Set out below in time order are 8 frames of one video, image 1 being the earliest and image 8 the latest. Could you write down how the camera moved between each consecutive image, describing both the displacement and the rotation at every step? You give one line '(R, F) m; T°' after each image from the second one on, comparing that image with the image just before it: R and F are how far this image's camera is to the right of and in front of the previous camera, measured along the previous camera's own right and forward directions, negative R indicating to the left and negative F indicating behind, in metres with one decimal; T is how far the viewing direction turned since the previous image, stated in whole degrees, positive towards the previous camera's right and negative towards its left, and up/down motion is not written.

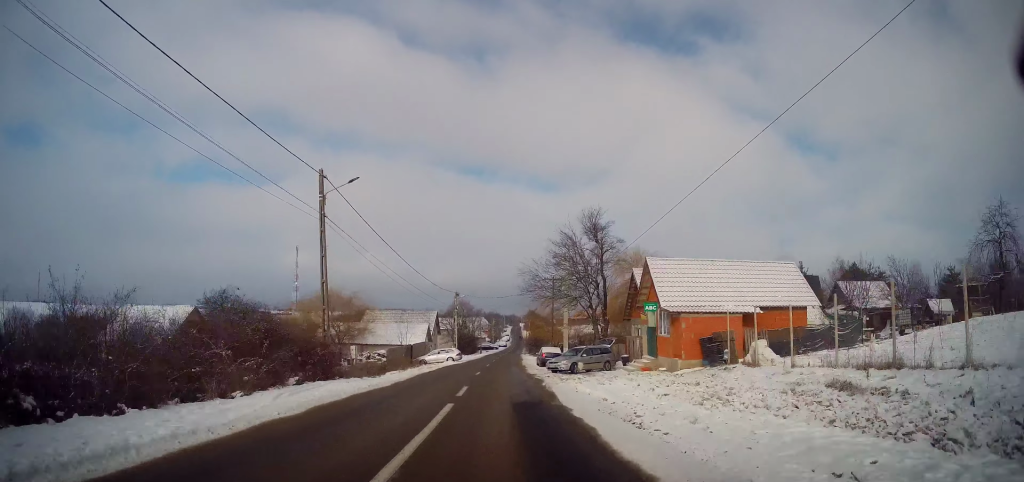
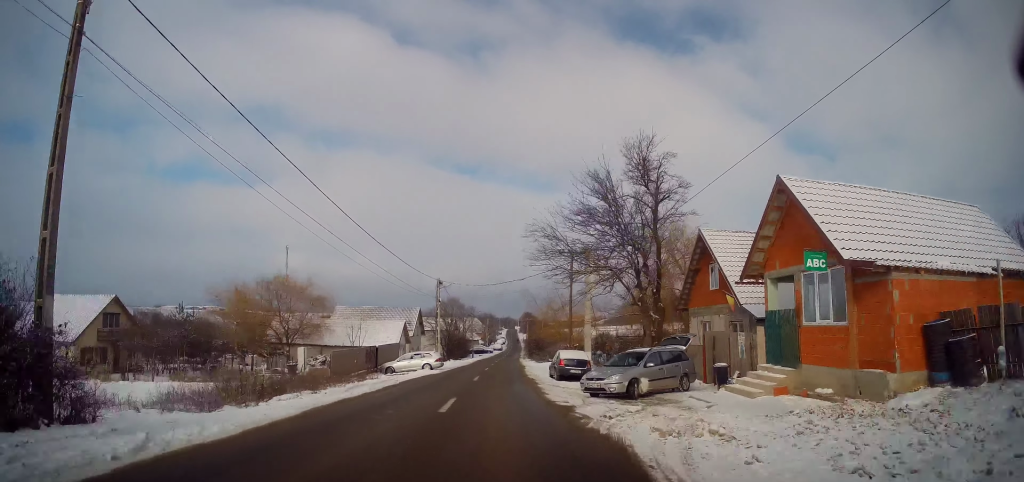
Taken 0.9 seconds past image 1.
(-0.2, +13.7) m; 0°
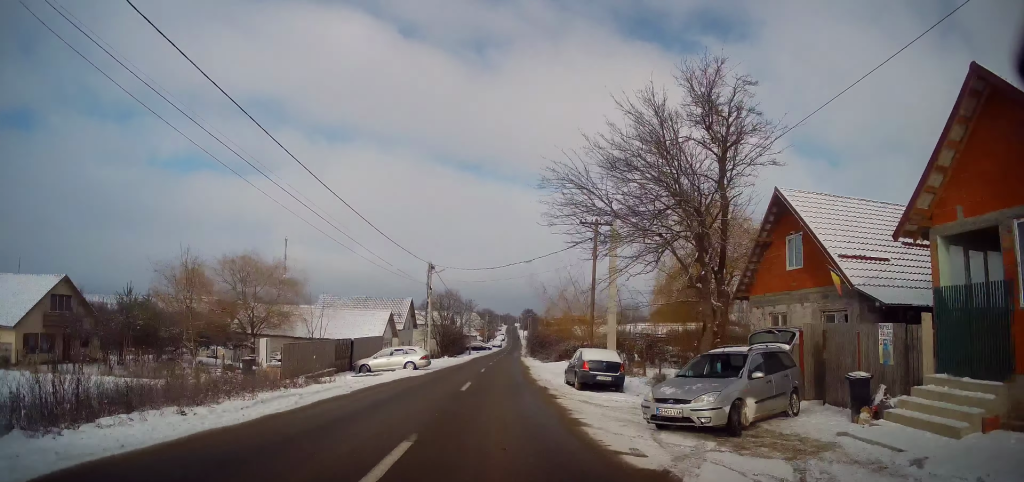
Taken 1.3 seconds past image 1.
(0.0, +7.0) m; +1°
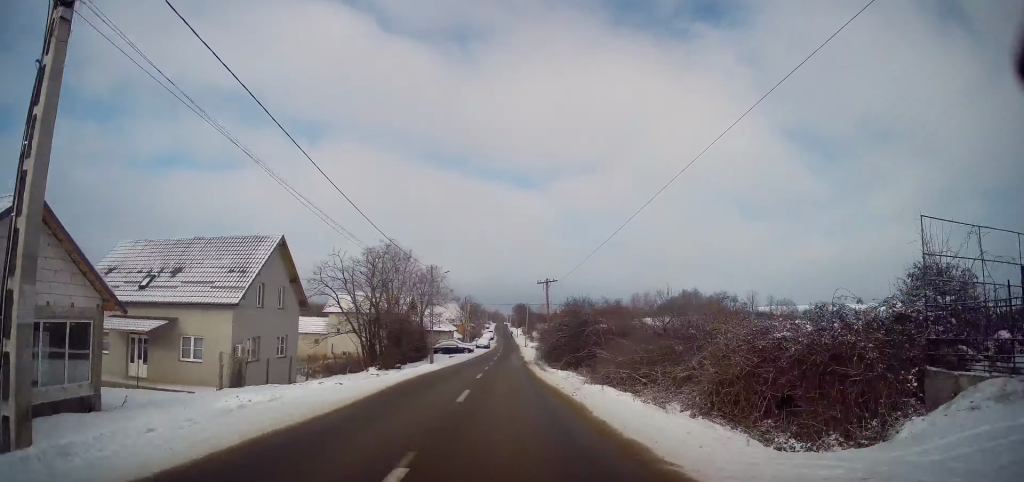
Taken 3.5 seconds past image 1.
(+0.9, +36.7) m; +2°
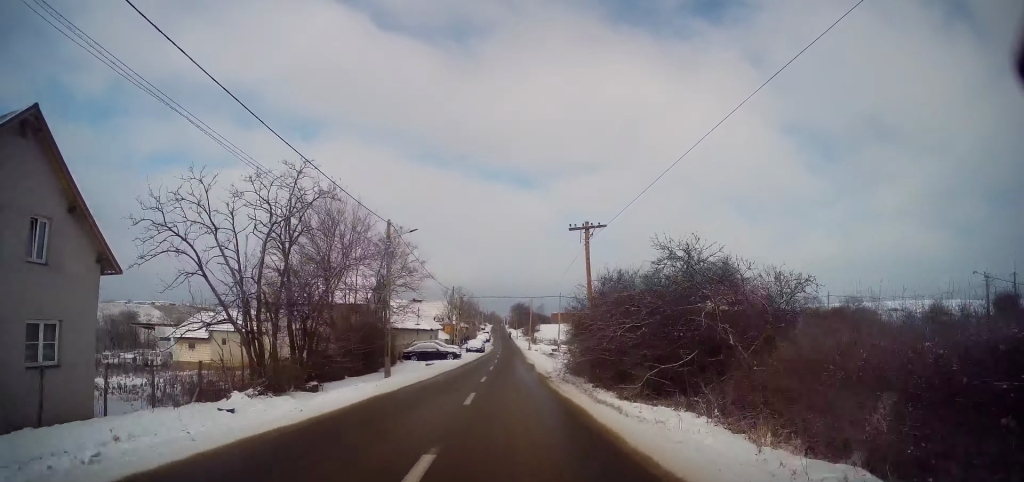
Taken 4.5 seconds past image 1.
(+0.1, +17.5) m; 0°
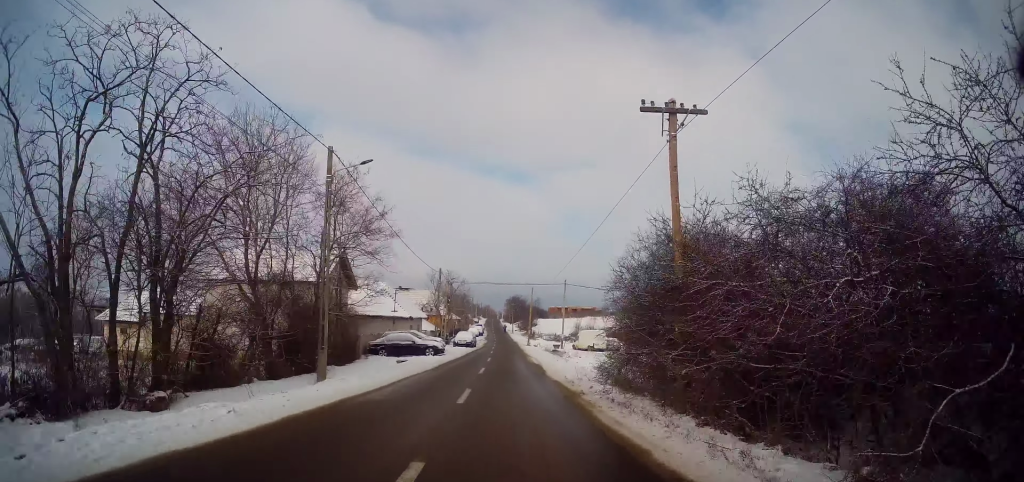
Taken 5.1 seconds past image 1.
(0.0, +10.1) m; 0°
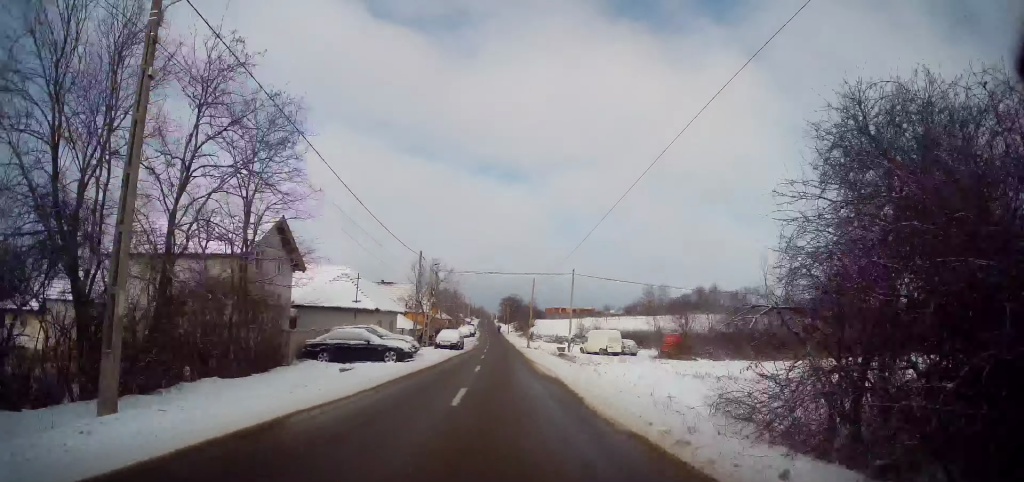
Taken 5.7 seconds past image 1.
(0.0, +10.7) m; 0°
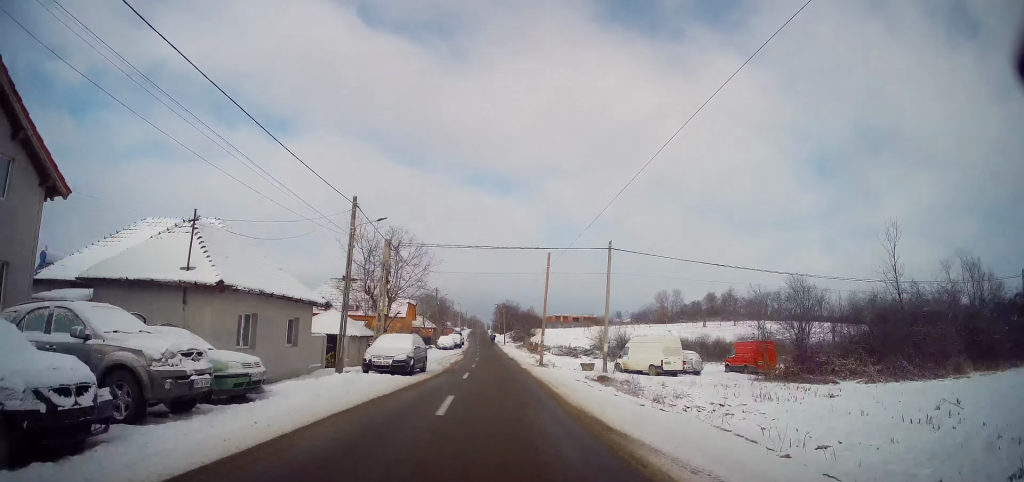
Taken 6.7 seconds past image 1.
(0.0, +19.1) m; +1°
